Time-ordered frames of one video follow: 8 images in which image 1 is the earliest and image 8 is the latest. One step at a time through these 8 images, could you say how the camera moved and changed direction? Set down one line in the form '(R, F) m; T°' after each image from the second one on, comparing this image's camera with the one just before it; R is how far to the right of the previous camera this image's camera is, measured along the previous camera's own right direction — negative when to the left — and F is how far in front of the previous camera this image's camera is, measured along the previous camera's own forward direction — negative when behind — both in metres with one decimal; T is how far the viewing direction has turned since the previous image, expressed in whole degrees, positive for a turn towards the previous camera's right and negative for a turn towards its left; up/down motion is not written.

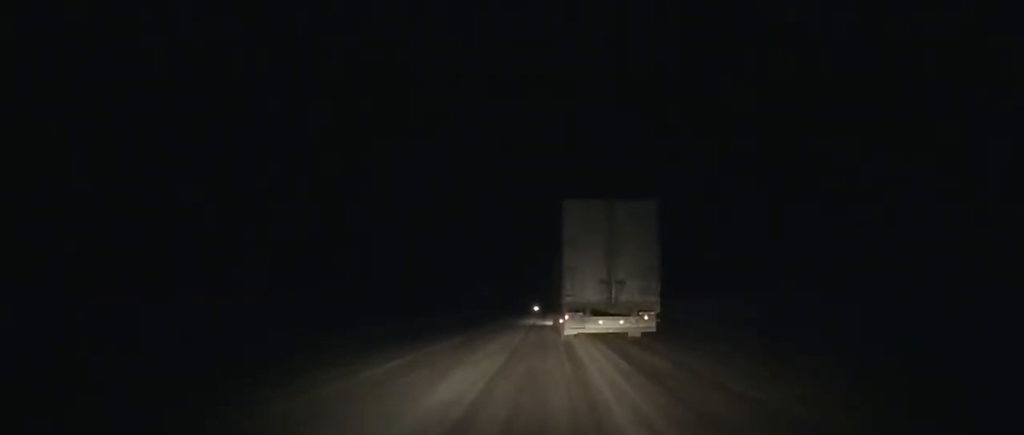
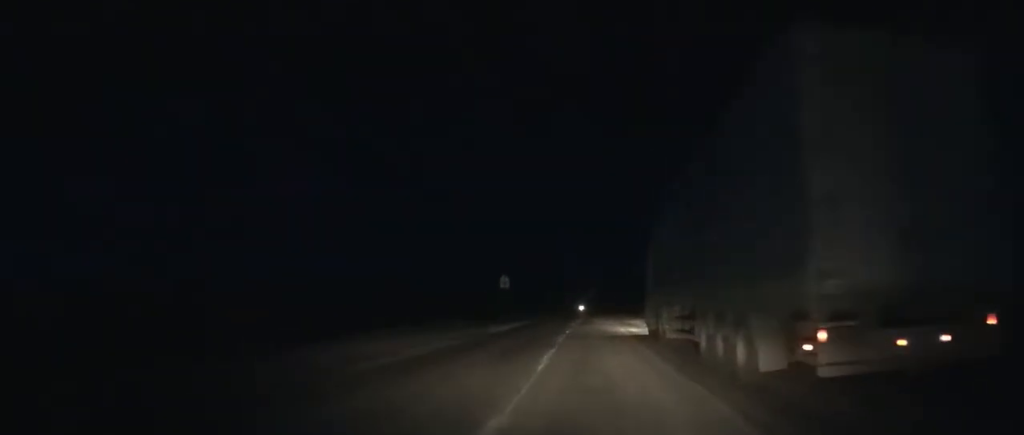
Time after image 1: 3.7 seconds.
(-0.7, +44.1) m; 0°
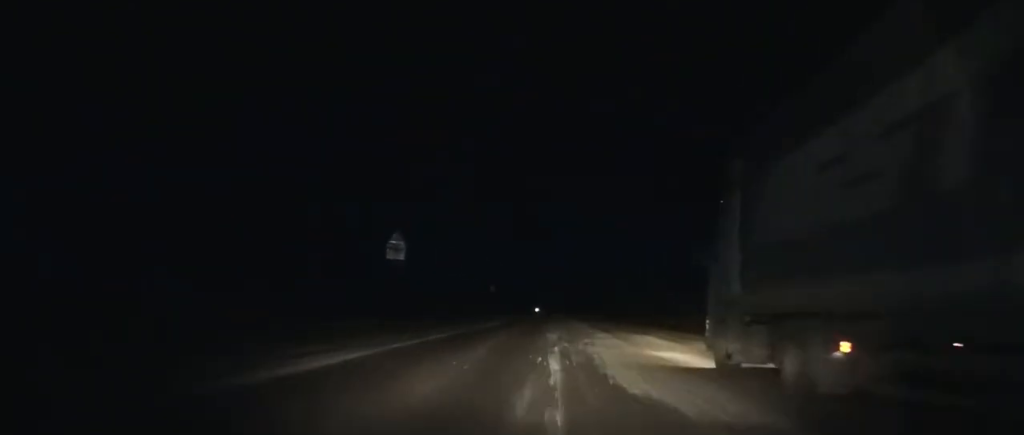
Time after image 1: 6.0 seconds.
(+0.6, +29.7) m; +1°
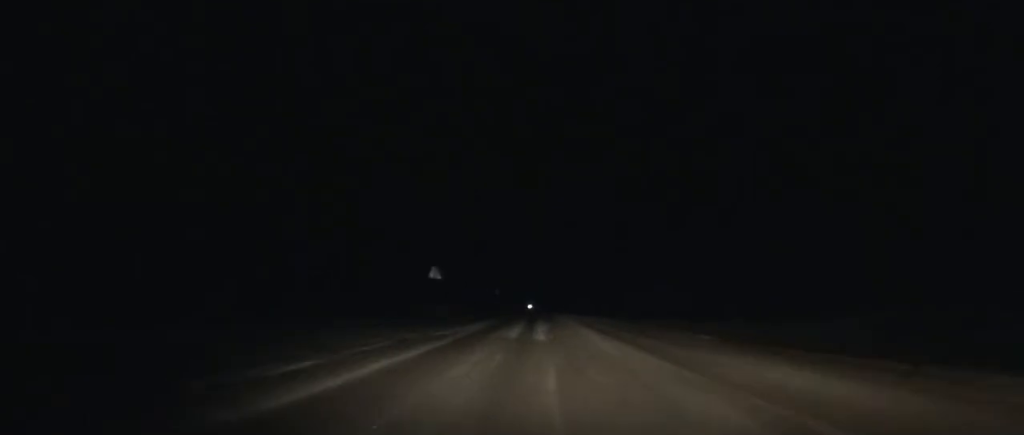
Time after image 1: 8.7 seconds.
(+0.3, +37.9) m; +1°
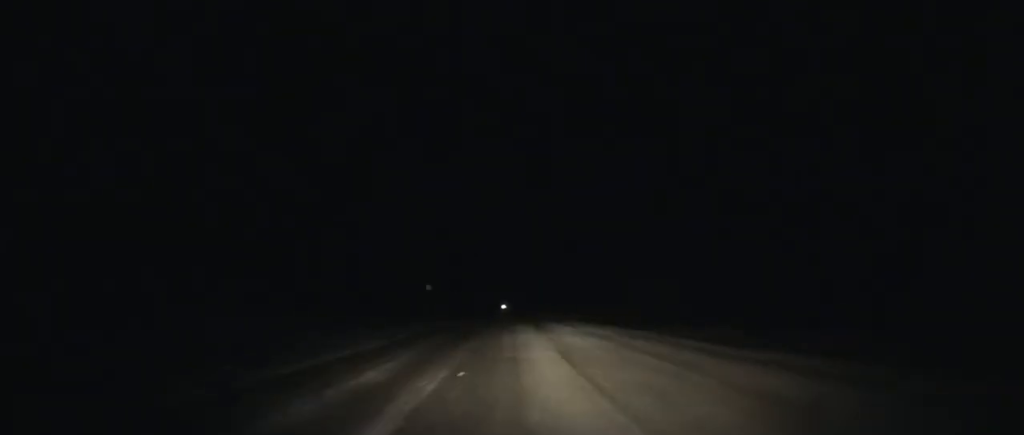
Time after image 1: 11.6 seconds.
(+0.4, +42.8) m; 0°
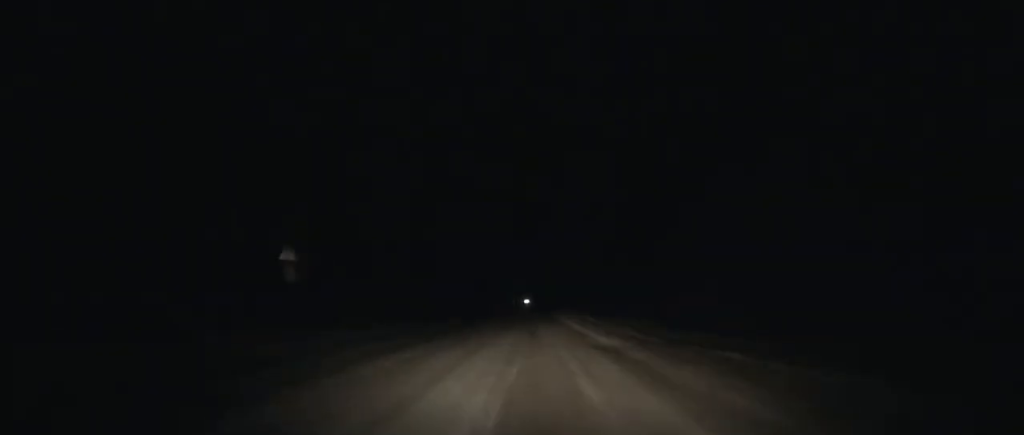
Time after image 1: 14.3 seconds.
(-0.1, +40.2) m; -1°
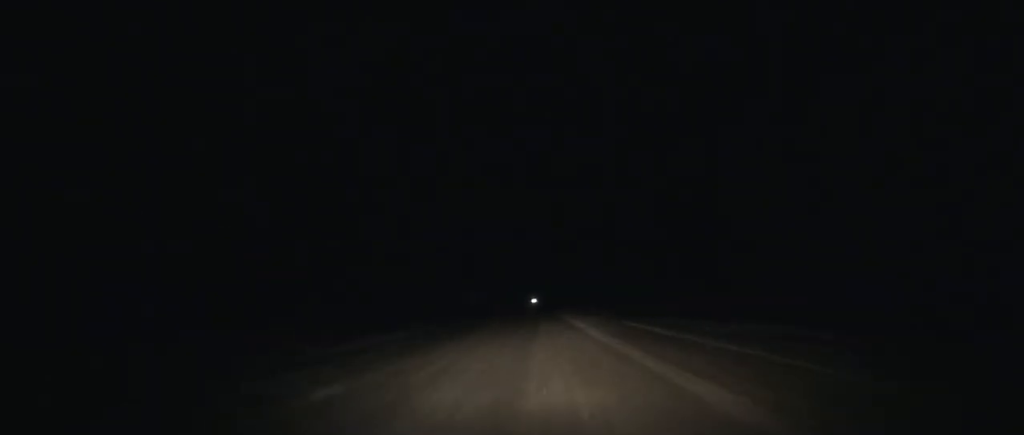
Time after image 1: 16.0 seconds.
(-0.1, +25.2) m; -1°
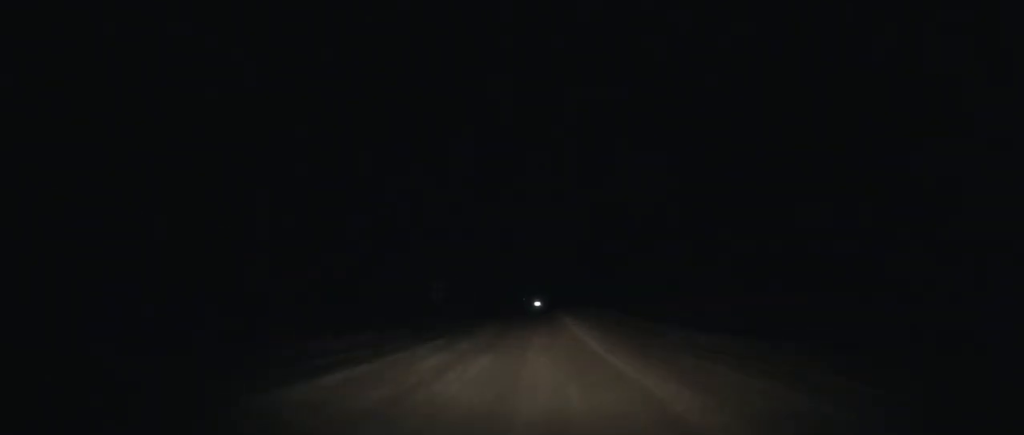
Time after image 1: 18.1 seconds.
(-0.2, +31.0) m; -1°
